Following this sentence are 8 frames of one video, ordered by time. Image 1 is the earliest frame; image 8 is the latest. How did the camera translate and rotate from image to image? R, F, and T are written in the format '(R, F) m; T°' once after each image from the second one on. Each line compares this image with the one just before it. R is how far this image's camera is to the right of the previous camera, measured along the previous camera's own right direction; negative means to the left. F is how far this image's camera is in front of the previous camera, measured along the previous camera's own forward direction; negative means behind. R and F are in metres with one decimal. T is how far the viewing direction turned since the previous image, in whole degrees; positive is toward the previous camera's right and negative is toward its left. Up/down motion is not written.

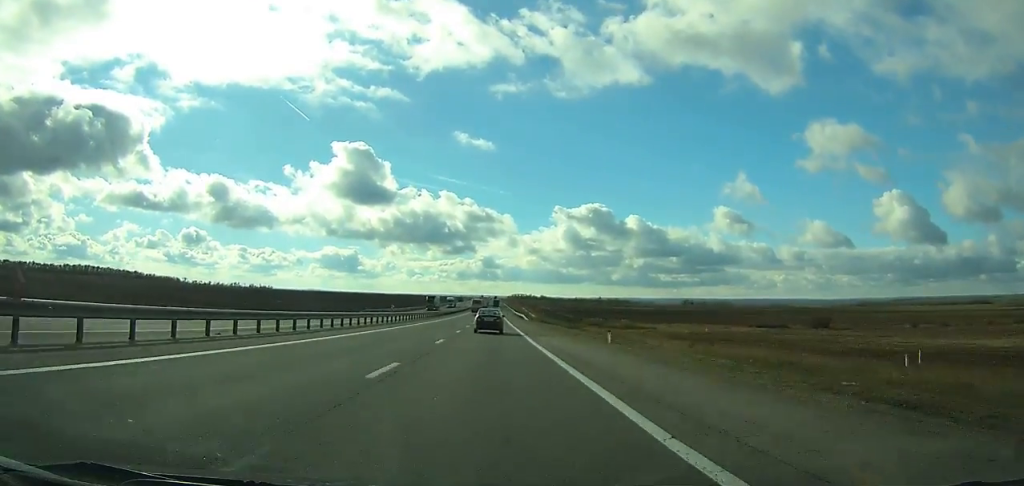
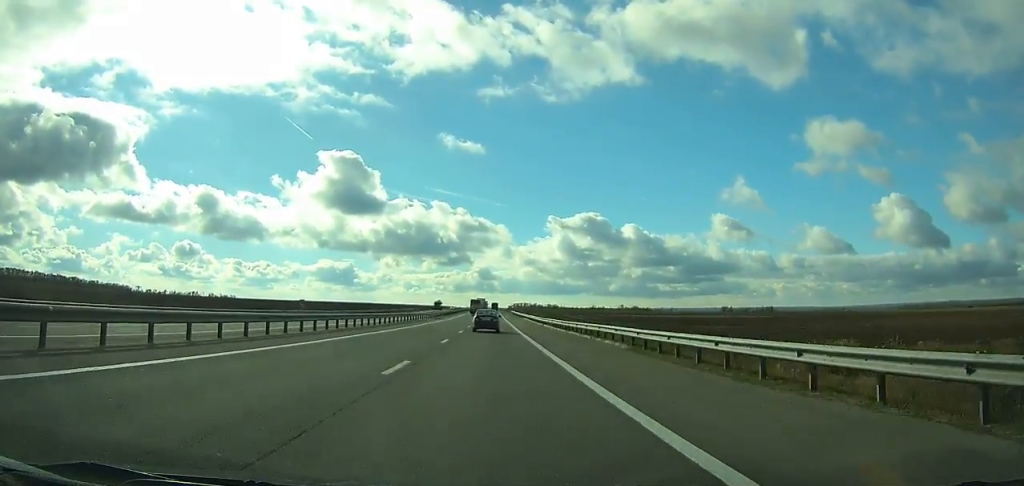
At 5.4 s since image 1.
(-0.2, +147.9) m; 0°
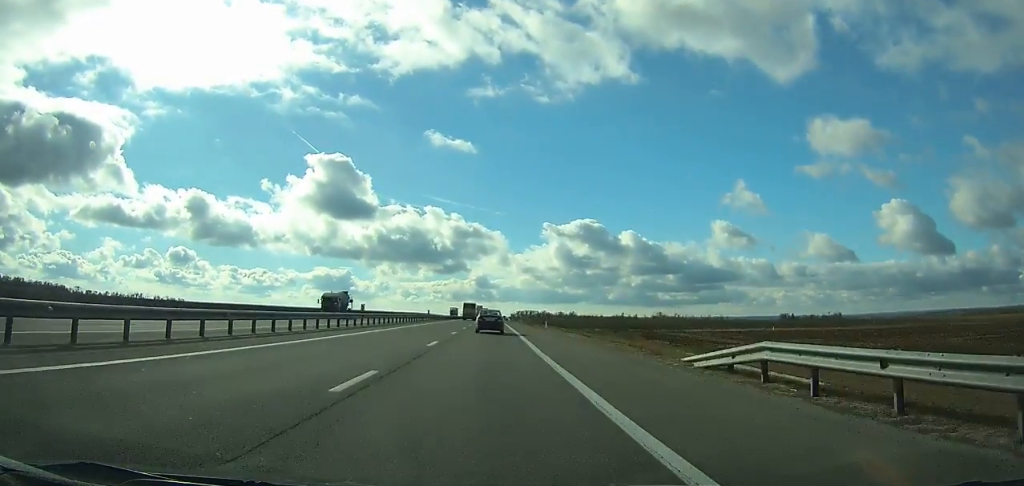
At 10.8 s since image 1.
(+0.3, +149.6) m; 0°
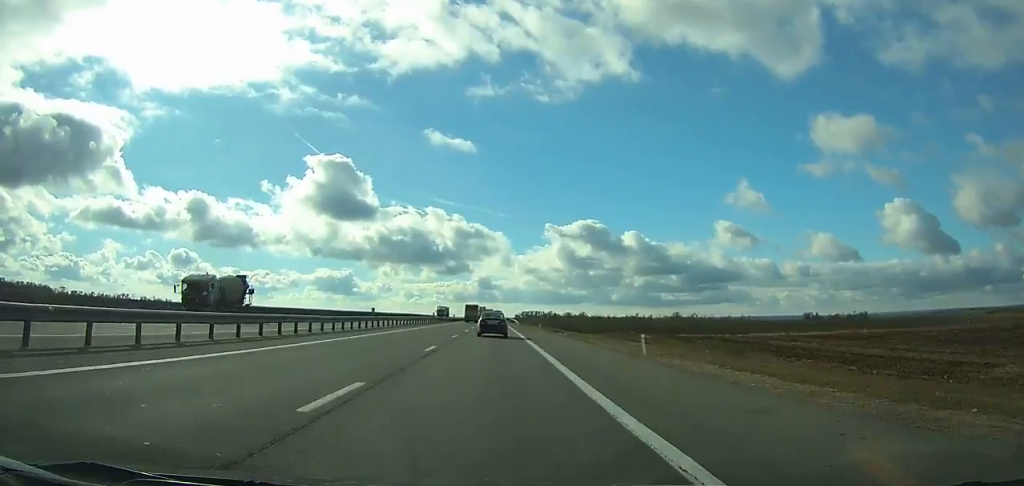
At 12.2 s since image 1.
(-0.1, +38.0) m; 0°
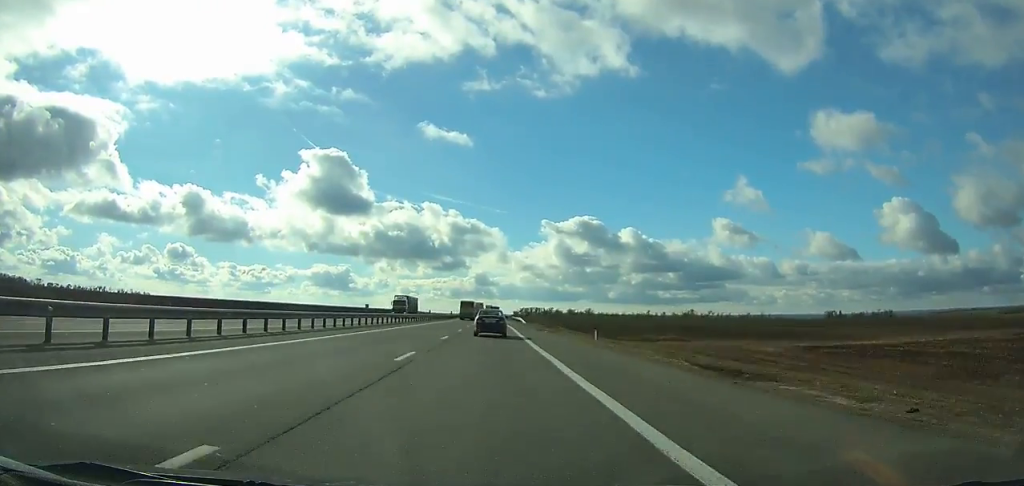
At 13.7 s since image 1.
(0.0, +40.6) m; 0°
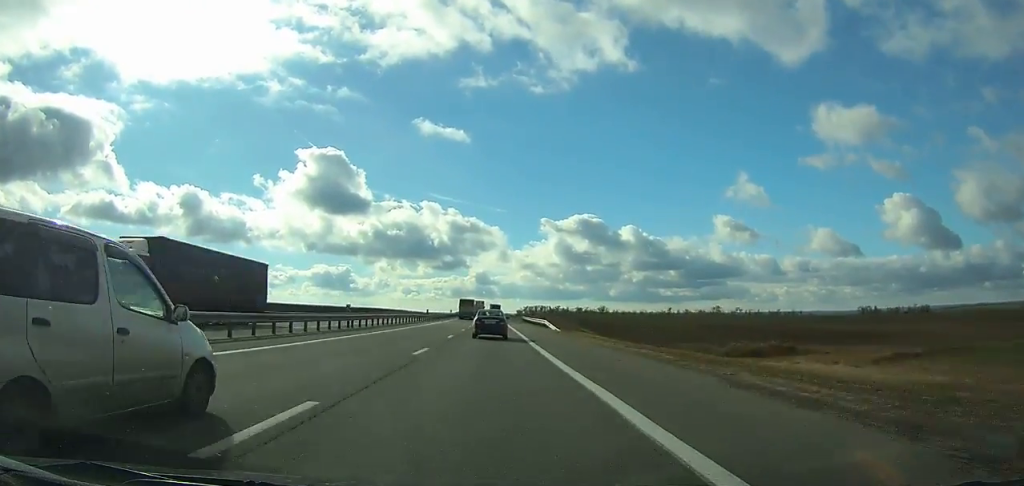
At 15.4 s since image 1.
(0.0, +45.0) m; 0°
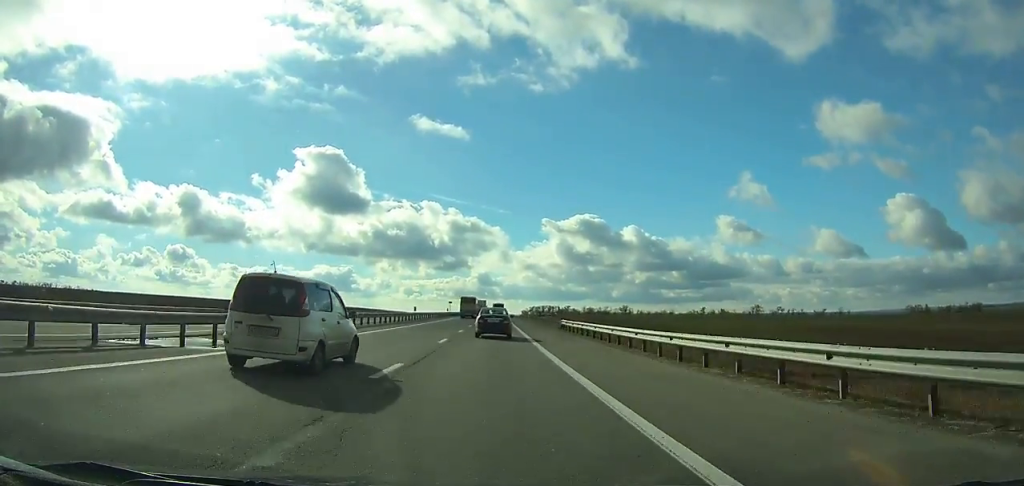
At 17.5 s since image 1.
(0.0, +55.0) m; 0°
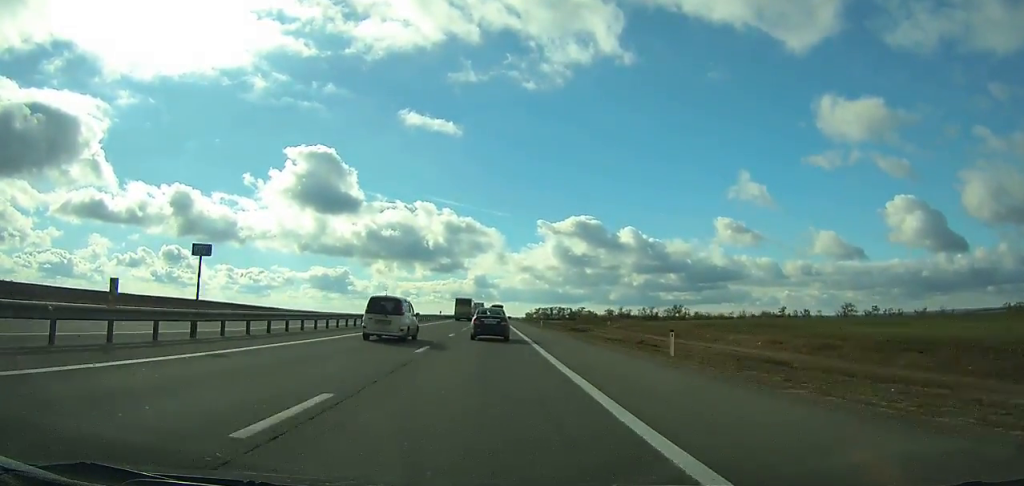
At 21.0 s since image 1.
(0.0, +89.3) m; 0°
